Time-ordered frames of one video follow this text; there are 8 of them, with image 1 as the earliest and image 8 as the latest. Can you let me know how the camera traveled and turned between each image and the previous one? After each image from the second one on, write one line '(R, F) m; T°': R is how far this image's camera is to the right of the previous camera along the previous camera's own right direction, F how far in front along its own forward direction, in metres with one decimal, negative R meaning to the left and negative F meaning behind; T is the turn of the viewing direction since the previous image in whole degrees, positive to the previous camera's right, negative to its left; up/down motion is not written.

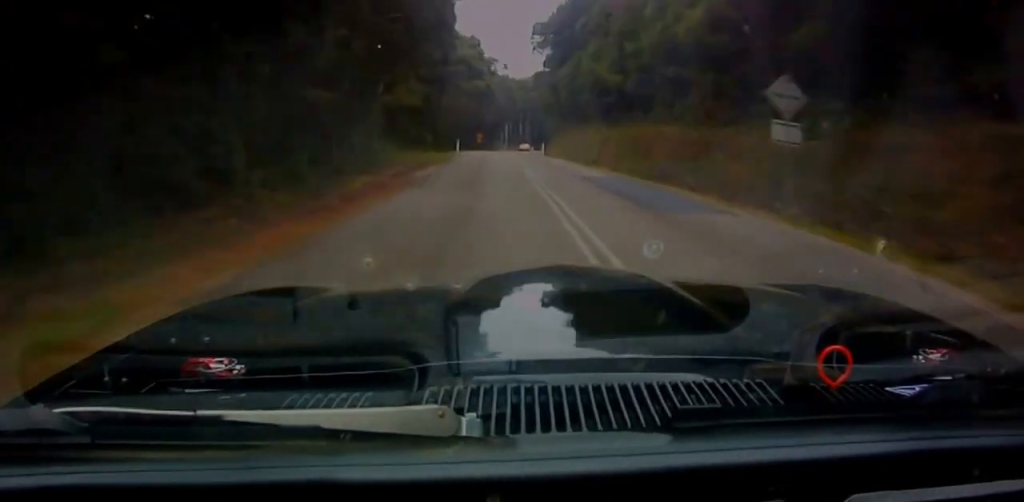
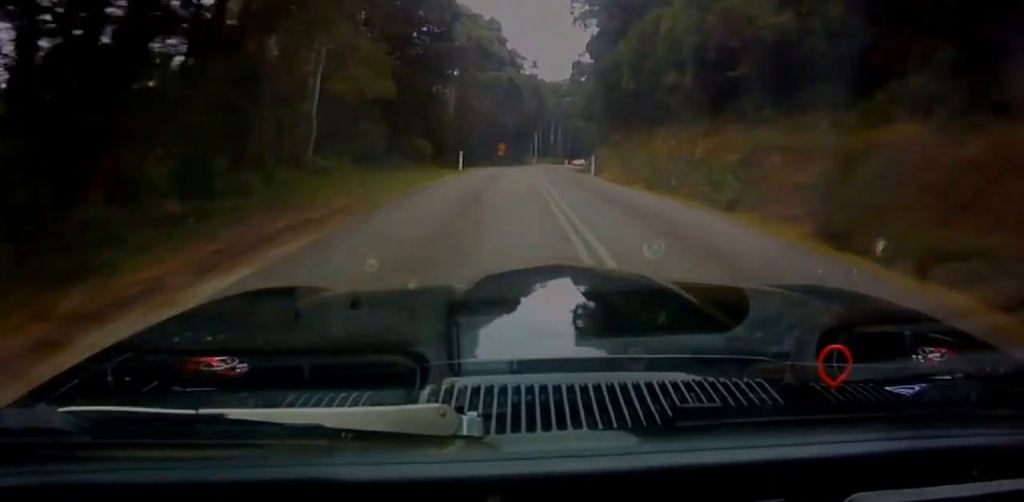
(-1.1, +26.4) m; -2°
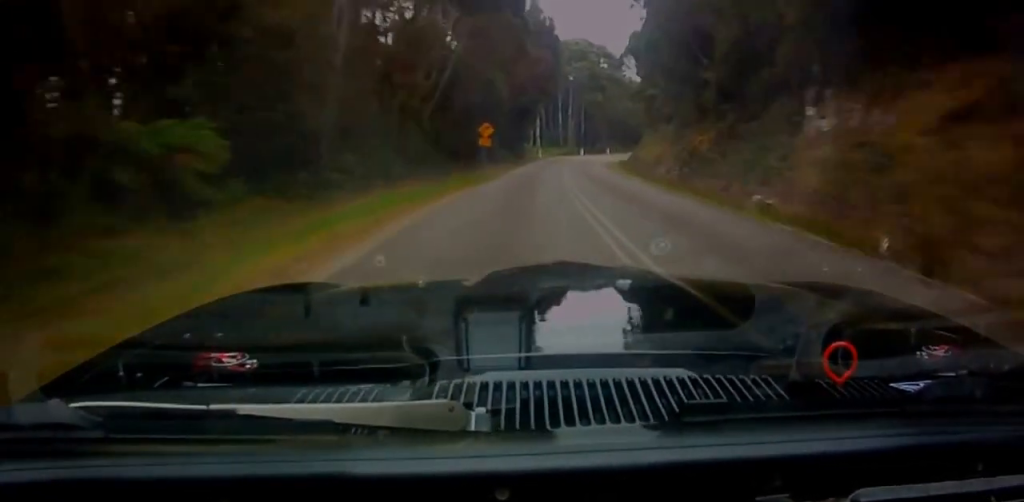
(-0.2, +46.7) m; +2°
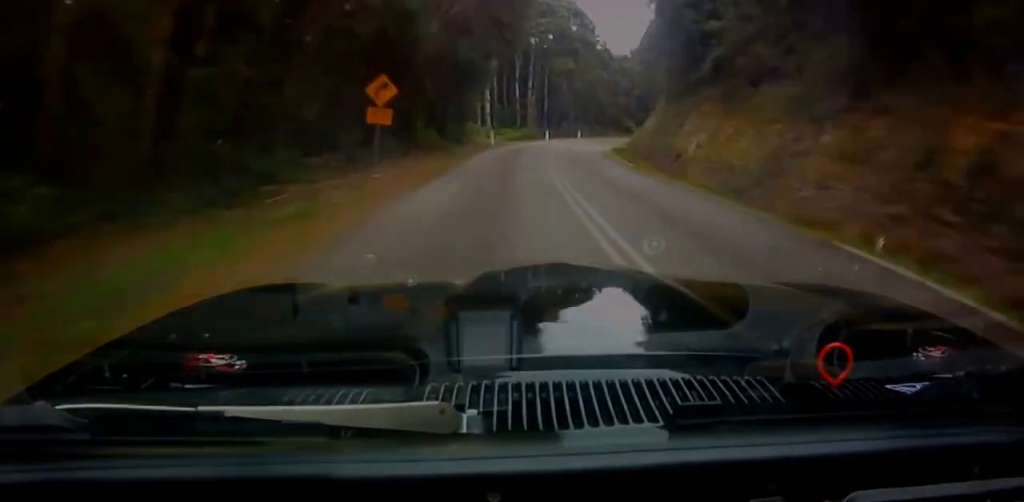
(+0.6, +24.0) m; +5°
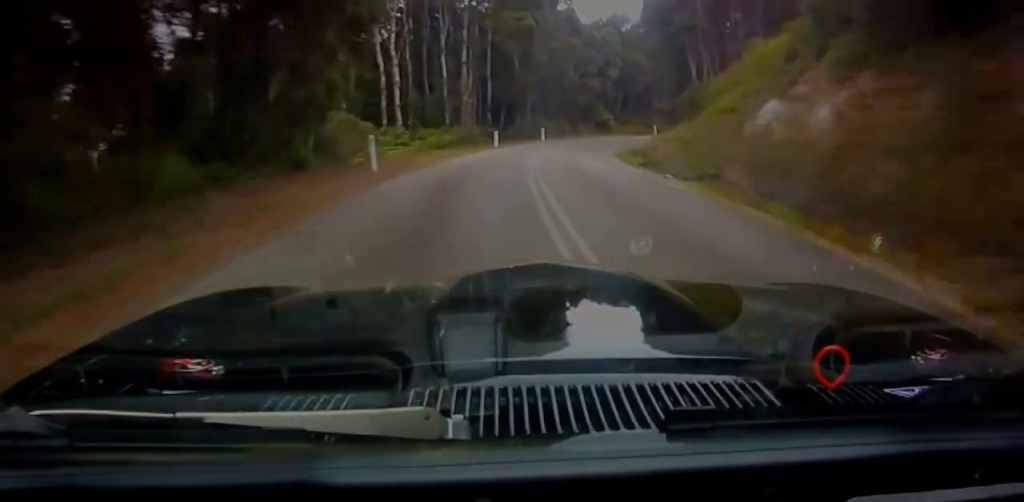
(+1.9, +28.4) m; +6°
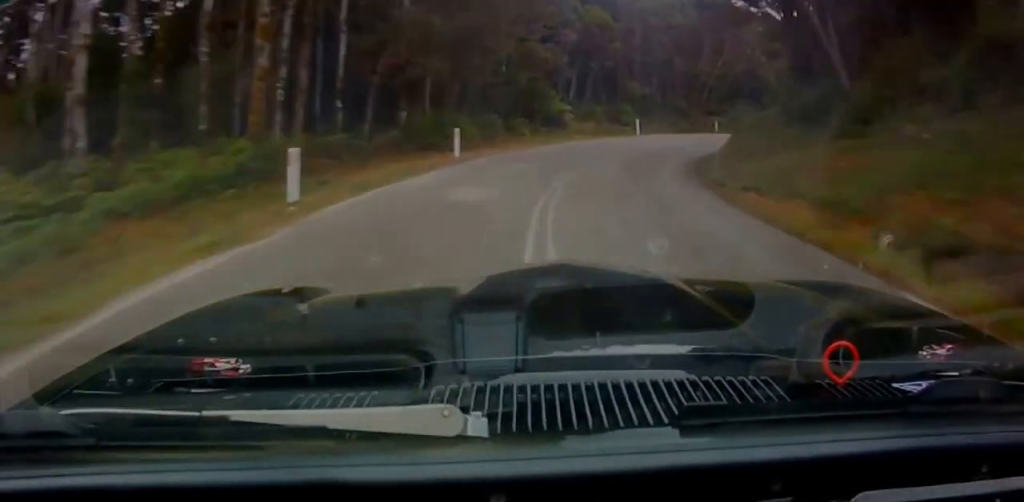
(+2.8, +38.9) m; +5°
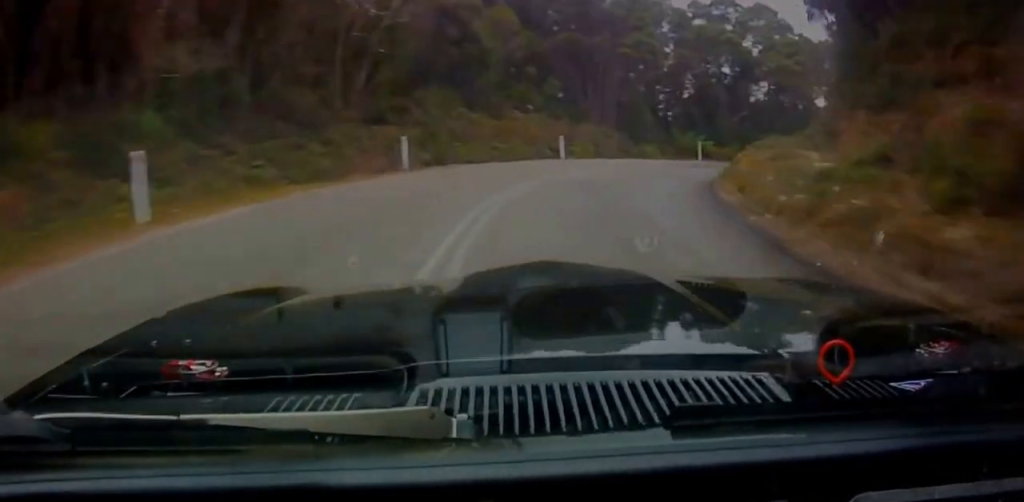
(+1.7, +45.2) m; +21°
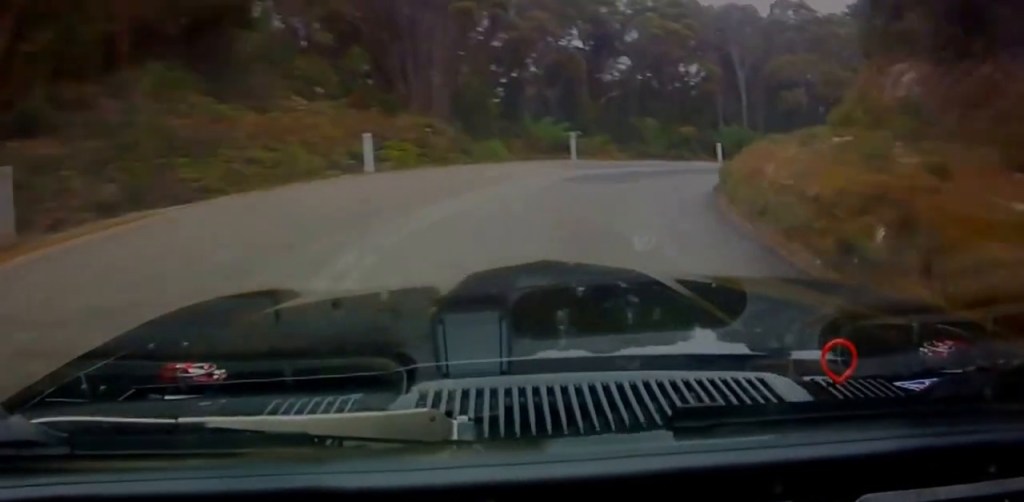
(-2.6, +12.6) m; +27°
